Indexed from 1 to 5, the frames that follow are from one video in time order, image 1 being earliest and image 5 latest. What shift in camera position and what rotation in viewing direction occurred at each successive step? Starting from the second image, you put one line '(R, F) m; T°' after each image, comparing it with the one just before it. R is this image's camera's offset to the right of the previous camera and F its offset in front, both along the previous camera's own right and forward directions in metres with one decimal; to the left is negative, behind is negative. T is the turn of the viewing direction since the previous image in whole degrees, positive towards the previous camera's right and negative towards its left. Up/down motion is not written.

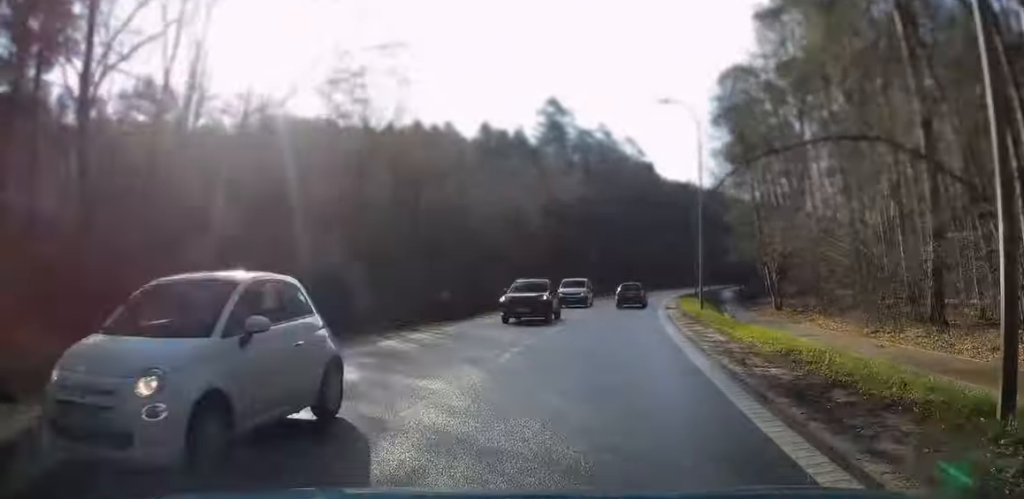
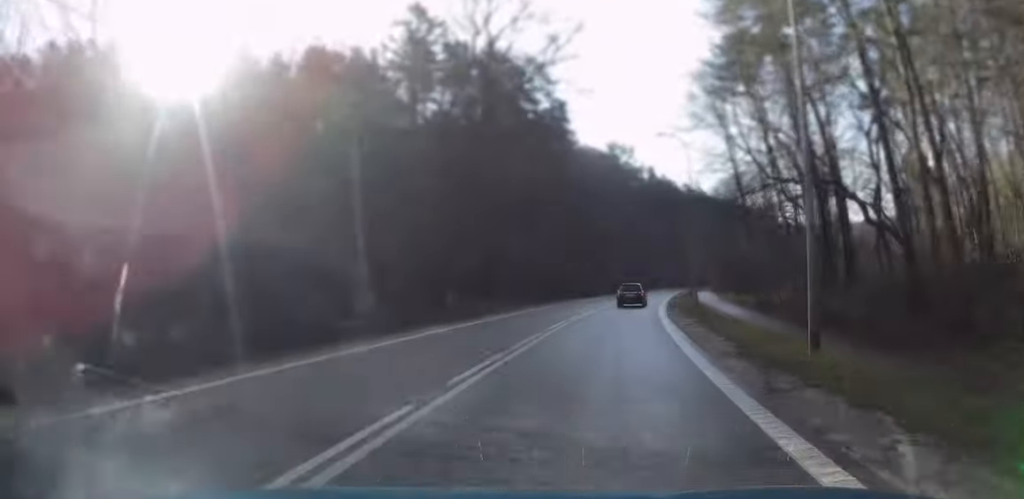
(+4.3, +55.0) m; +9°
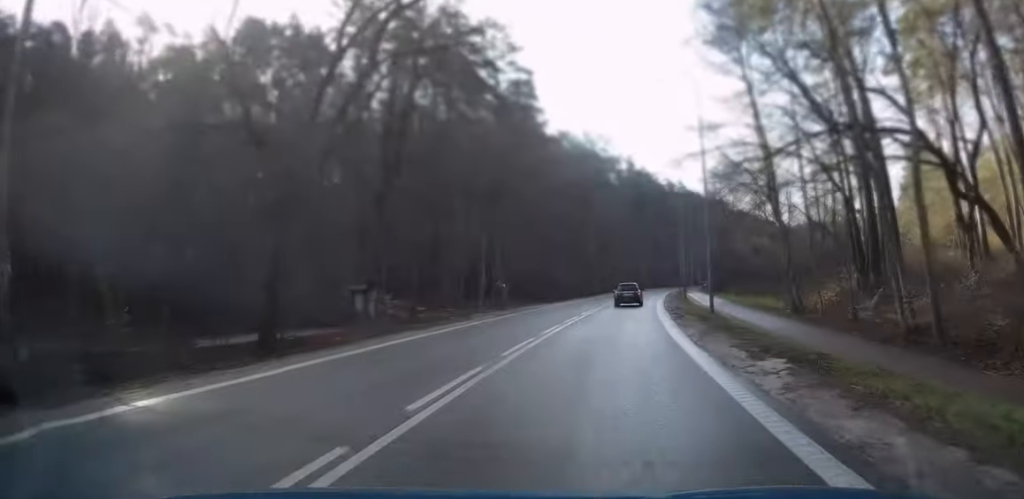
(+0.3, +14.1) m; +2°
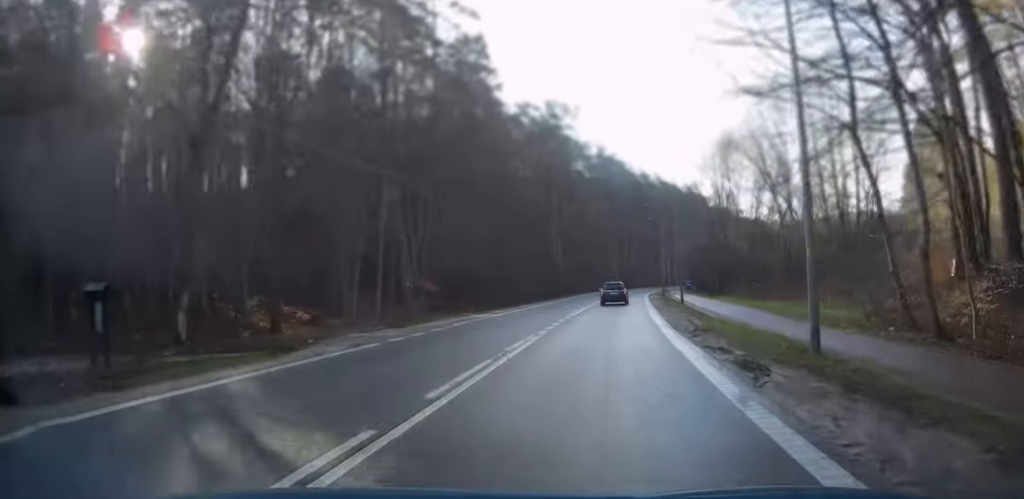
(+0.2, +17.3) m; +1°
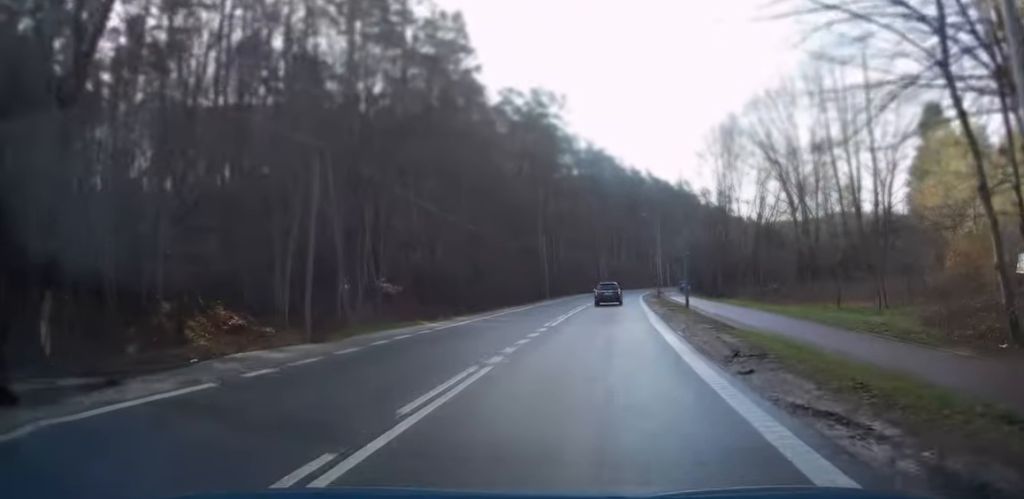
(0.0, +6.9) m; +1°
